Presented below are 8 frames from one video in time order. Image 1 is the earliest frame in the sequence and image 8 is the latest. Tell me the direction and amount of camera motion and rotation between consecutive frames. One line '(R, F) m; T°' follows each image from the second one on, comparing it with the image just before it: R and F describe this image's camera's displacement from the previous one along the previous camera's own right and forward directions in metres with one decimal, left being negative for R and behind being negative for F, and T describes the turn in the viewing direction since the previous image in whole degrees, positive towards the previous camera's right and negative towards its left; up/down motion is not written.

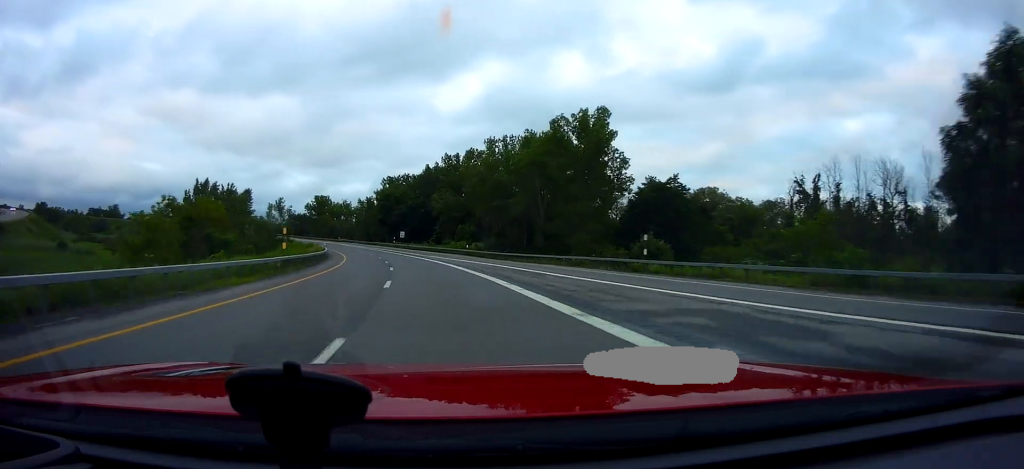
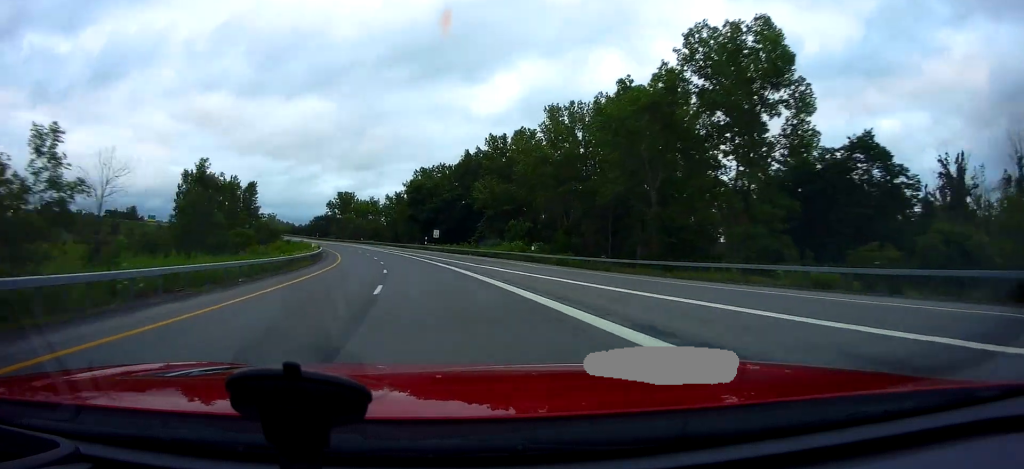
(-0.8, +26.4) m; -5°
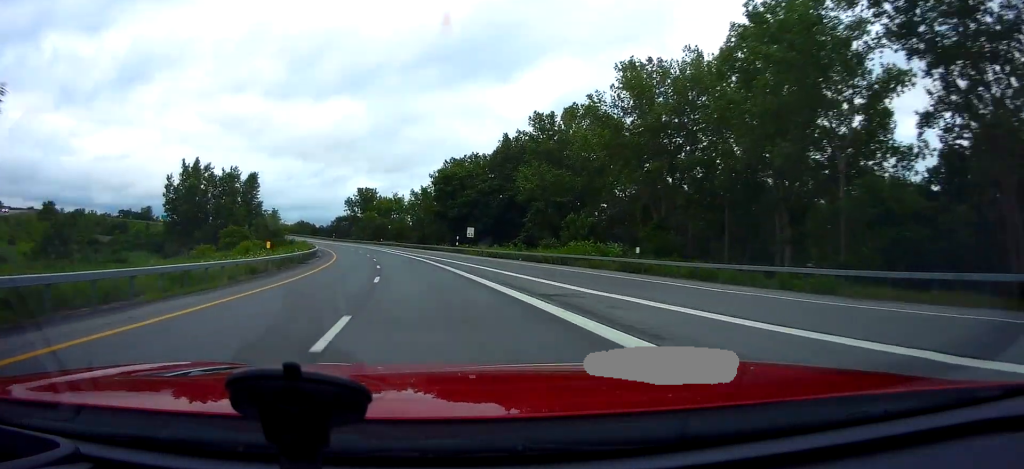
(-0.8, +20.1) m; -4°
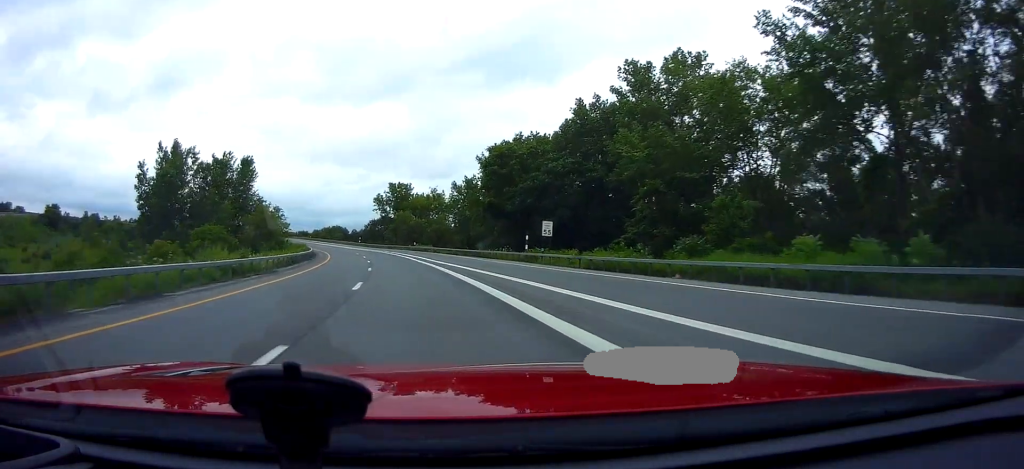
(-1.0, +27.4) m; -3°
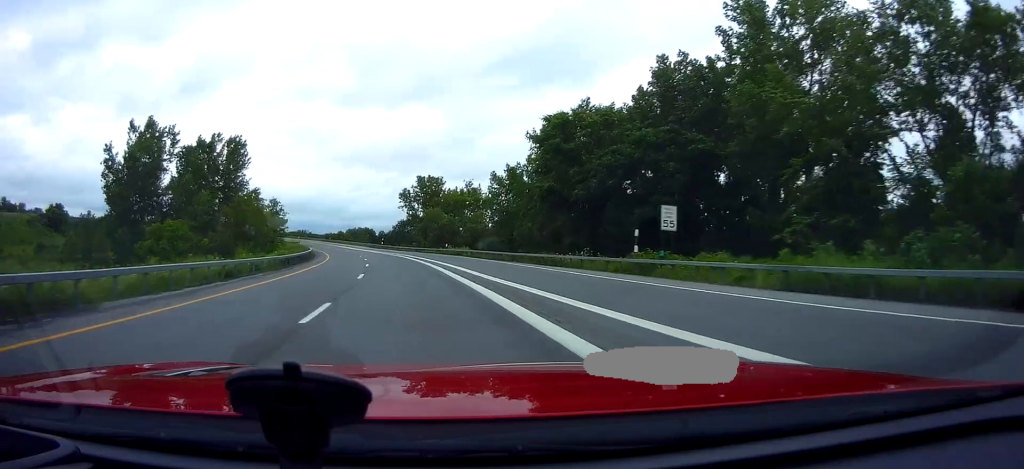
(-0.1, +19.1) m; -3°
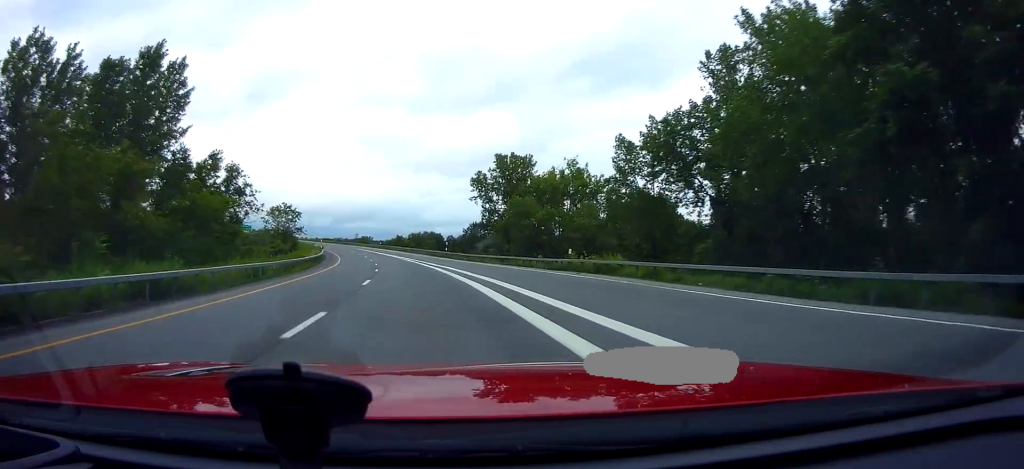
(-2.1, +37.6) m; -6°
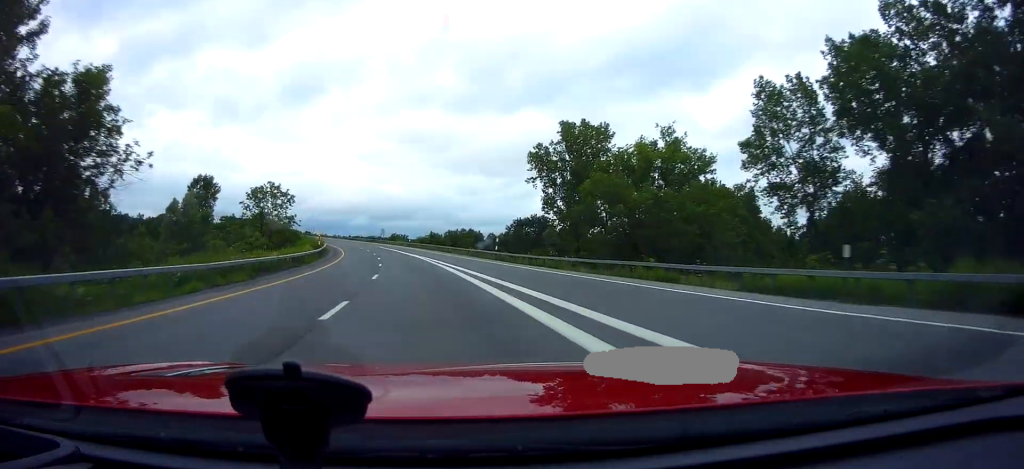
(-0.1, +22.8) m; -5°
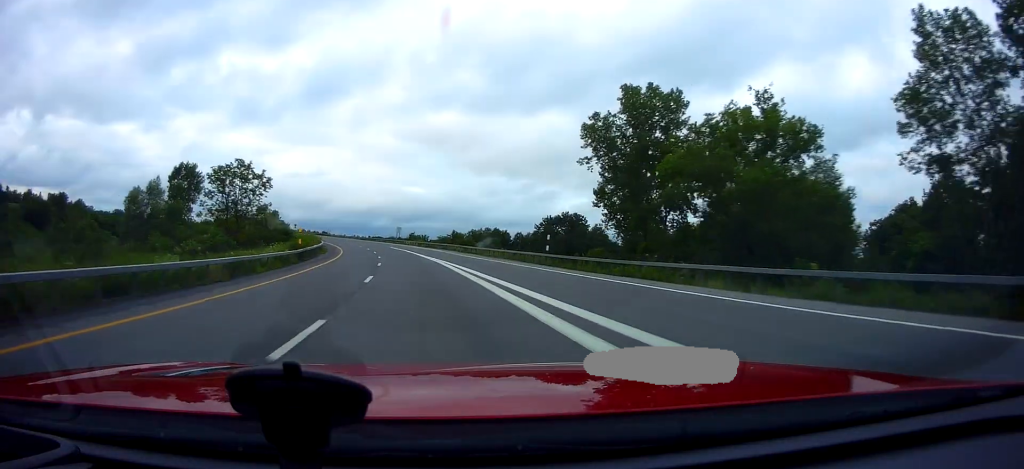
(-1.2, +15.4) m; -4°
